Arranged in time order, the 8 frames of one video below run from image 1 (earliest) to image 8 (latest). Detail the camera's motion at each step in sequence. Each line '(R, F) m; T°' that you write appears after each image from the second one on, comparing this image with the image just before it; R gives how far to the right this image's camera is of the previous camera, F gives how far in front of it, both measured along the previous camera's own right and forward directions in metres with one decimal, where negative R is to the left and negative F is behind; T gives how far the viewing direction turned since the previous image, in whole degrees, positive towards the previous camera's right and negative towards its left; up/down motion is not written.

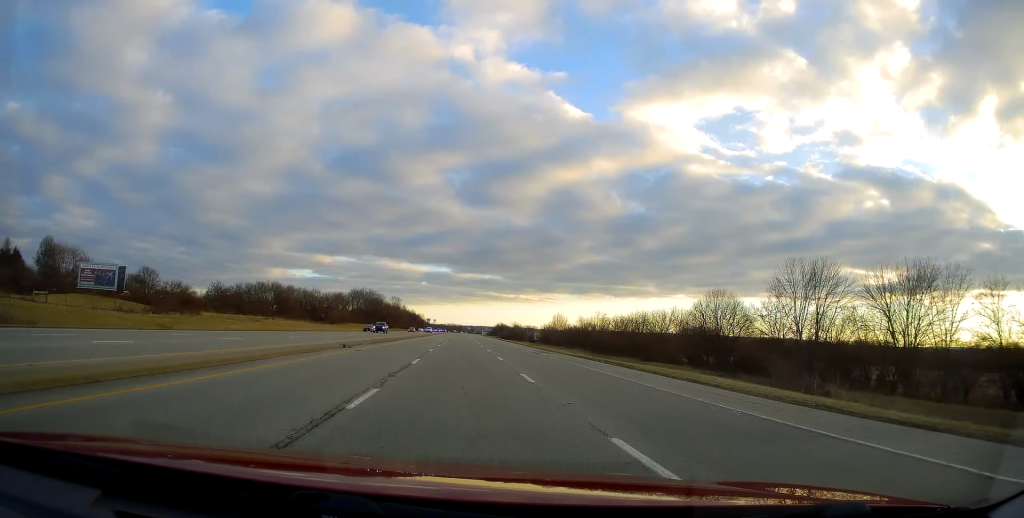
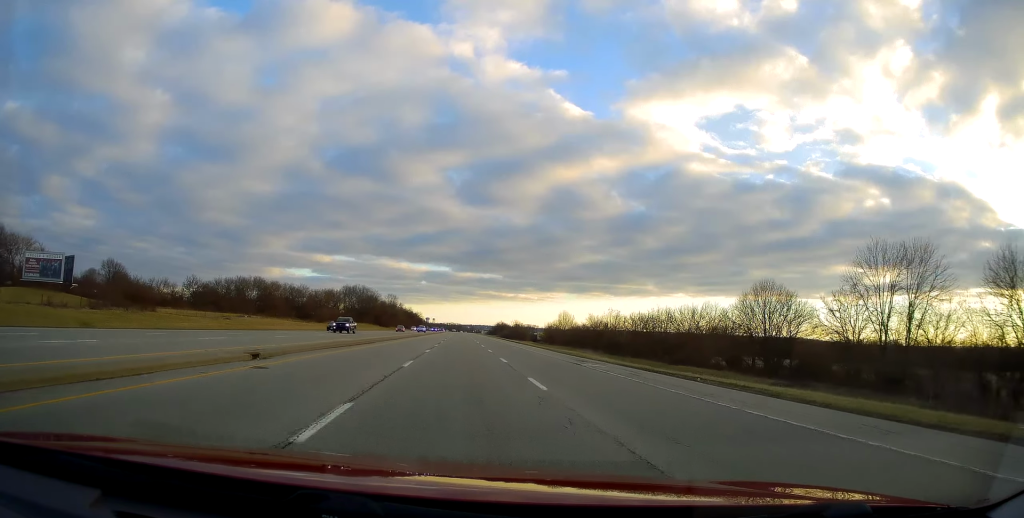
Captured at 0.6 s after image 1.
(0.0, +15.0) m; 0°
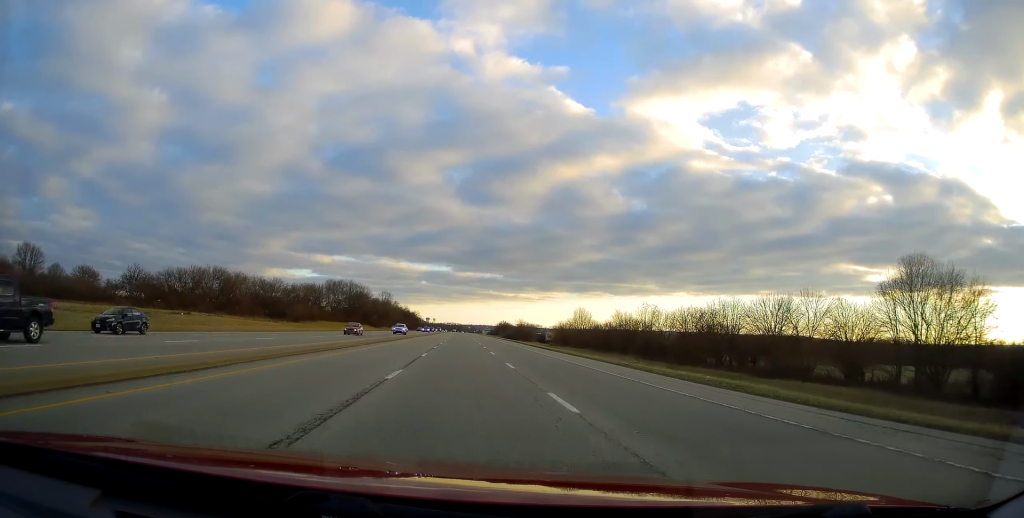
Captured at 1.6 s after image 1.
(-0.2, +28.2) m; 0°
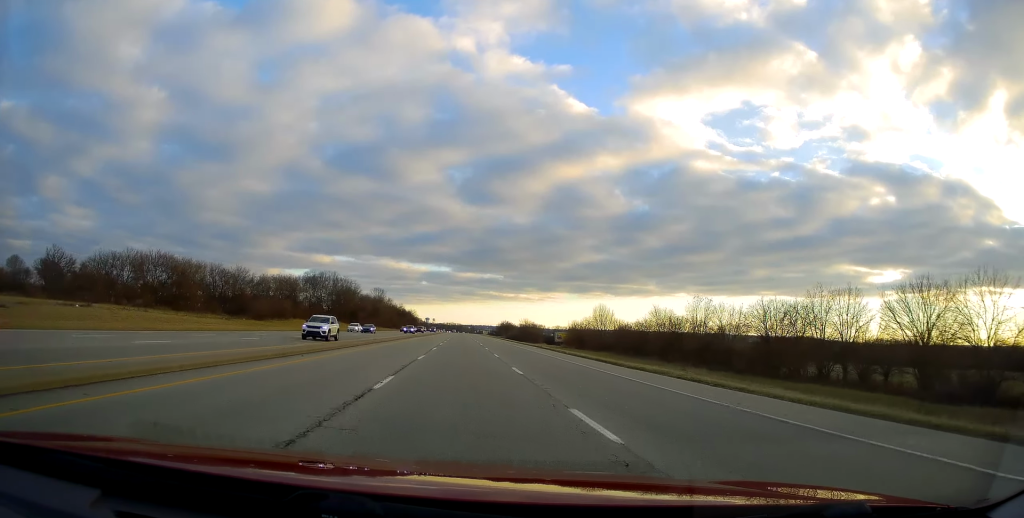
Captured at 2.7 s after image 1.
(+0.3, +27.4) m; +1°
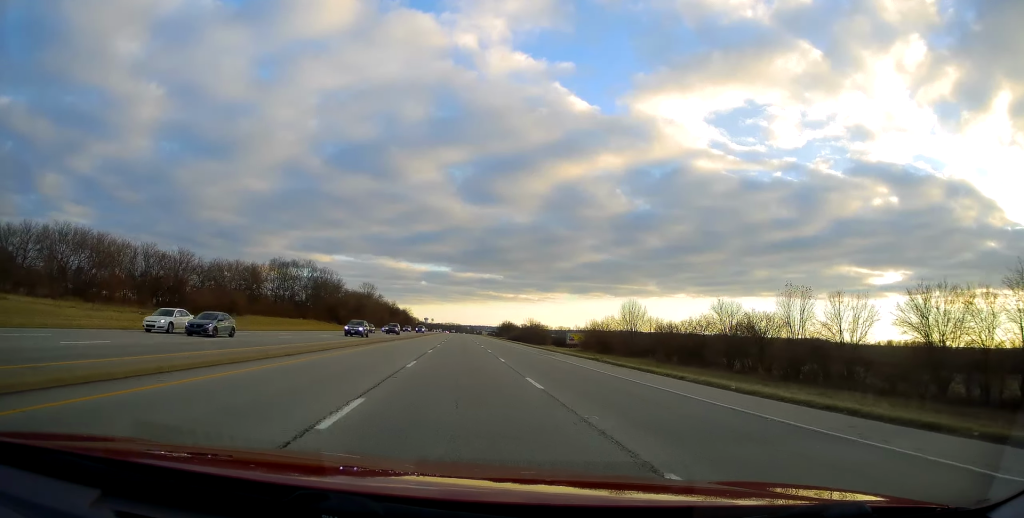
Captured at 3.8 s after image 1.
(+0.3, +29.3) m; 0°
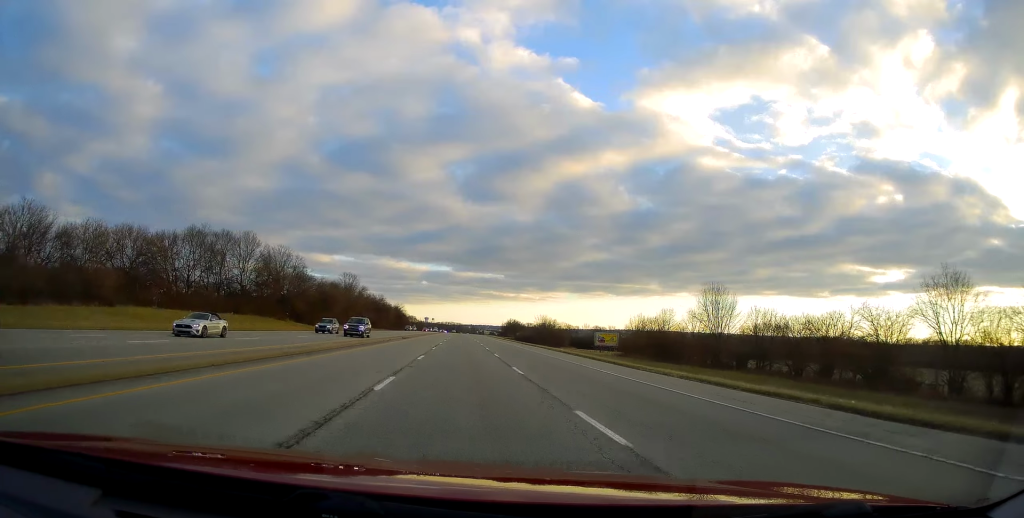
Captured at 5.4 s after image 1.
(-0.6, +44.8) m; -1°
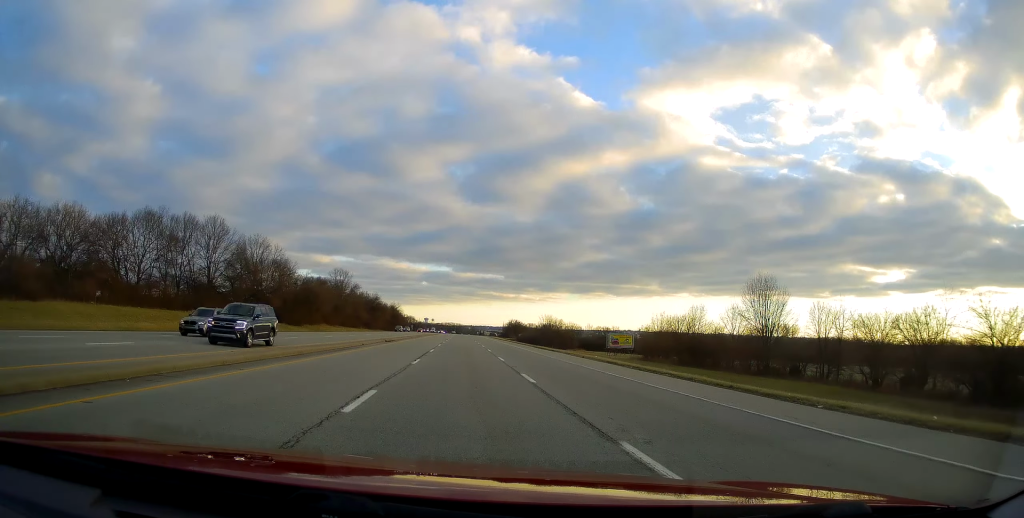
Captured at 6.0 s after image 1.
(0.0, +15.3) m; 0°
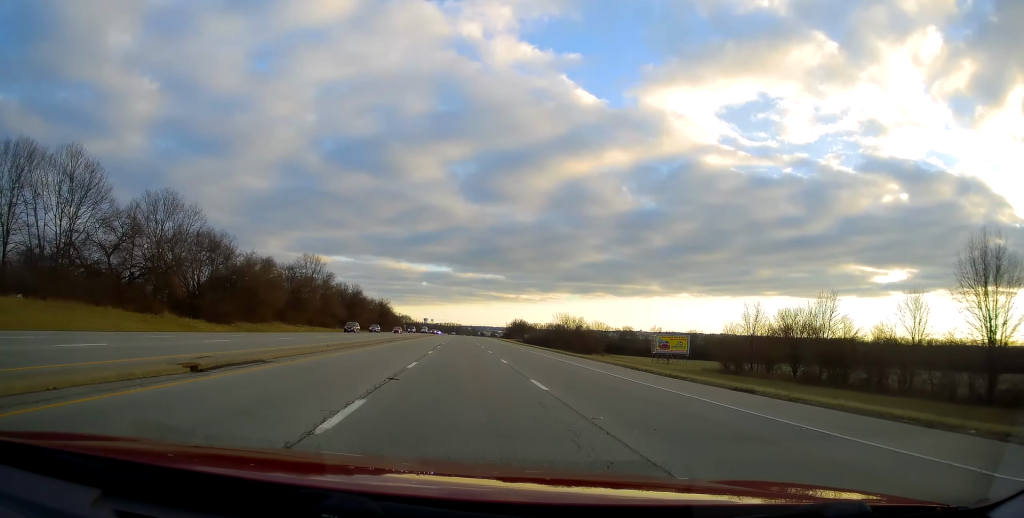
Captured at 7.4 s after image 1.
(0.0, +38.8) m; 0°
